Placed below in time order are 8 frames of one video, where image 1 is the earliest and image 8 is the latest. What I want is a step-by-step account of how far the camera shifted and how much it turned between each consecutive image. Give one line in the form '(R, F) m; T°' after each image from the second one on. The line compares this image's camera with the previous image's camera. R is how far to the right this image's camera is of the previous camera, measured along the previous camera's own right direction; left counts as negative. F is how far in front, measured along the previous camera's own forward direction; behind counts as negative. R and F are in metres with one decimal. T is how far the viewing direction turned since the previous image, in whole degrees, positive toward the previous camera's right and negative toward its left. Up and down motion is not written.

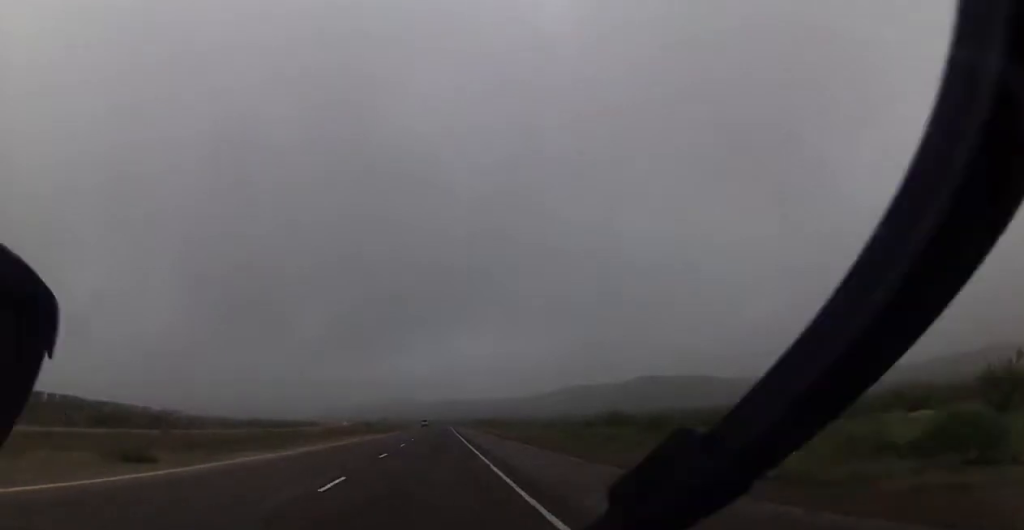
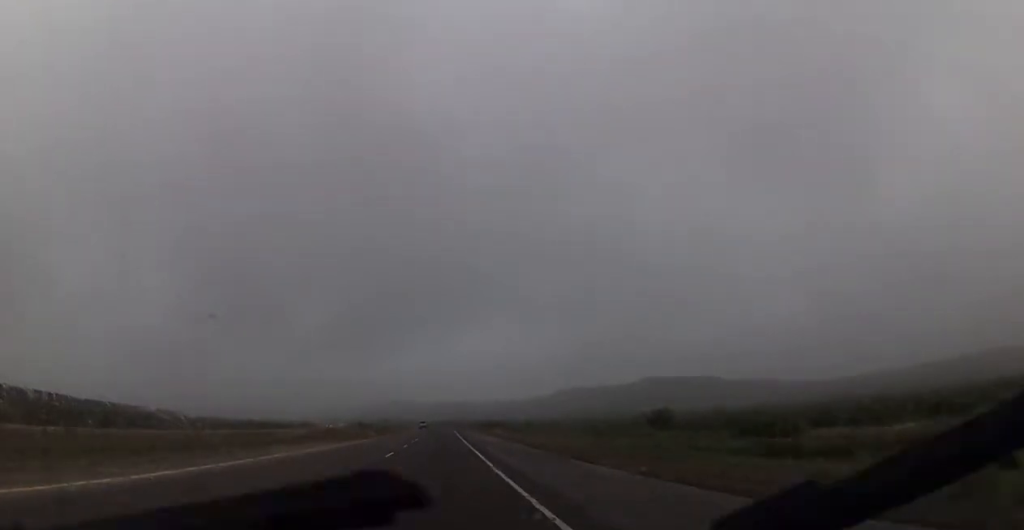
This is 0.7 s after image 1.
(+0.1, +22.9) m; 0°
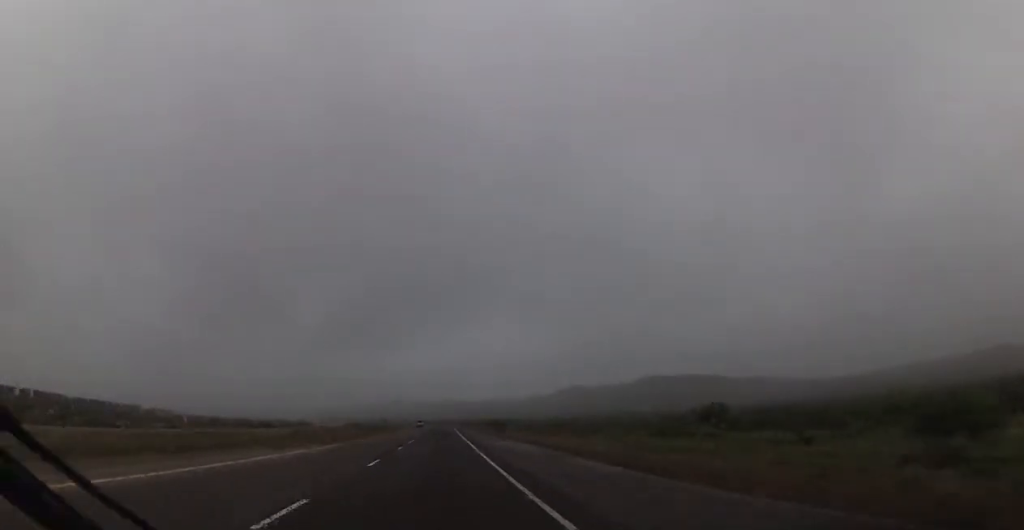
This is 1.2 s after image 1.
(0.0, +18.3) m; 0°
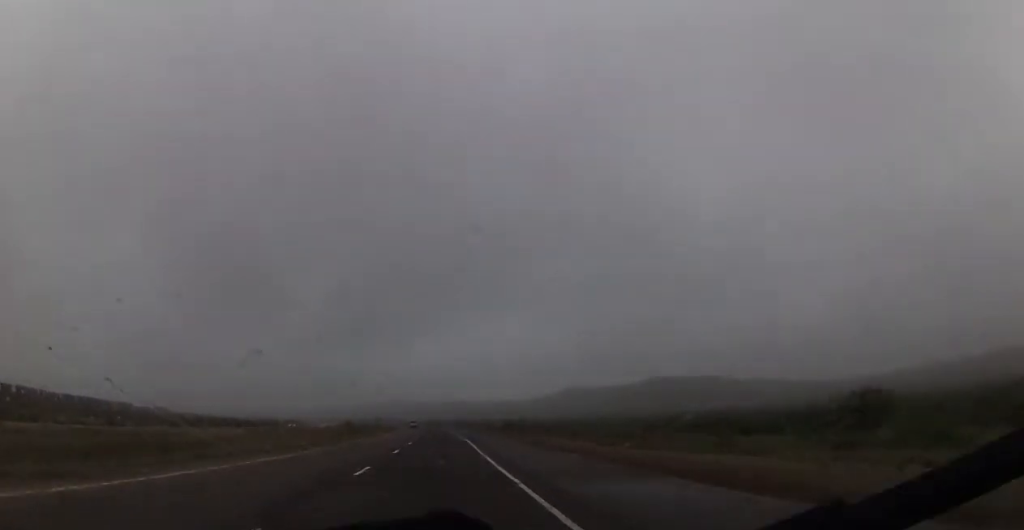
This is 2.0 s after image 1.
(-0.1, +27.5) m; 0°
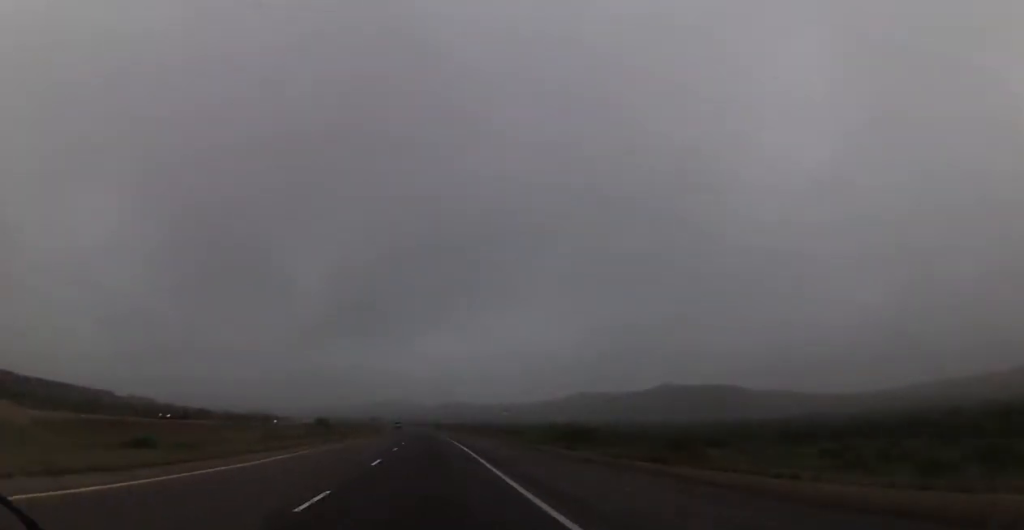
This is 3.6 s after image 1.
(+0.1, +56.1) m; 0°
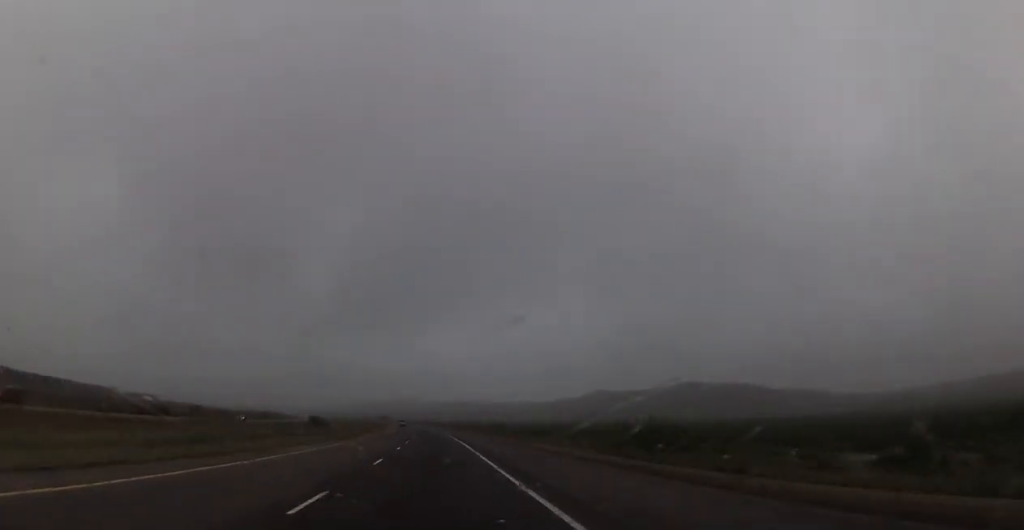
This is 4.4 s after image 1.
(-0.1, +25.2) m; 0°
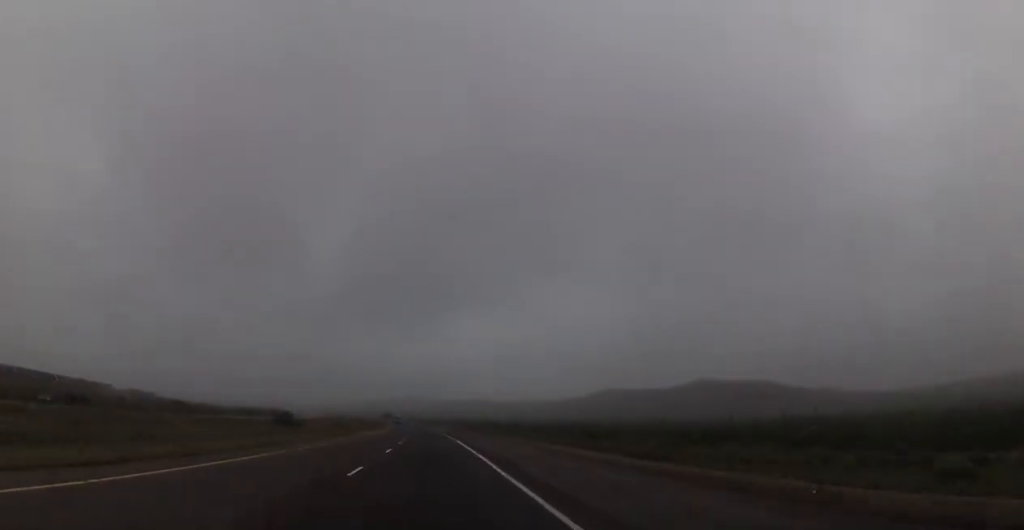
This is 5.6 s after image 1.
(-0.1, +42.4) m; -1°
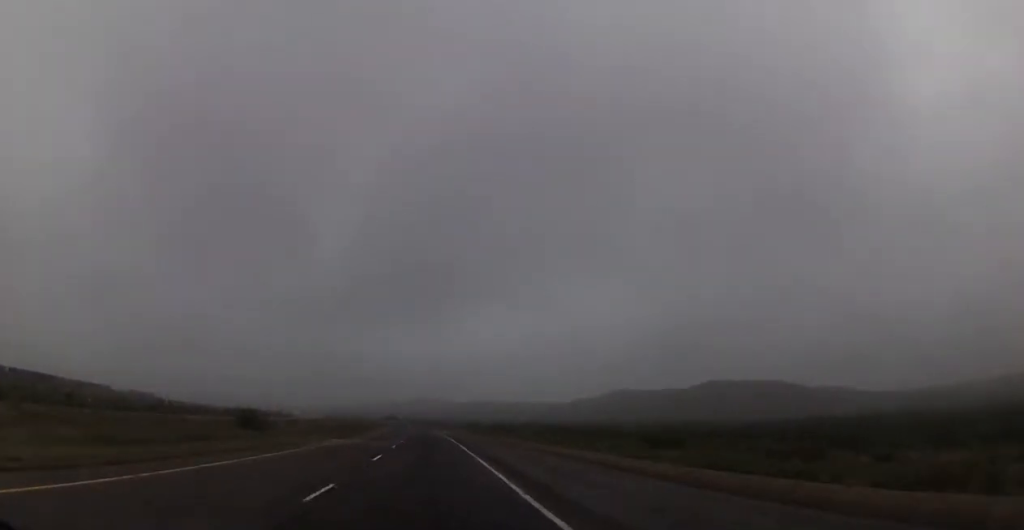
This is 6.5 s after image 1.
(-0.4, +29.8) m; -1°
